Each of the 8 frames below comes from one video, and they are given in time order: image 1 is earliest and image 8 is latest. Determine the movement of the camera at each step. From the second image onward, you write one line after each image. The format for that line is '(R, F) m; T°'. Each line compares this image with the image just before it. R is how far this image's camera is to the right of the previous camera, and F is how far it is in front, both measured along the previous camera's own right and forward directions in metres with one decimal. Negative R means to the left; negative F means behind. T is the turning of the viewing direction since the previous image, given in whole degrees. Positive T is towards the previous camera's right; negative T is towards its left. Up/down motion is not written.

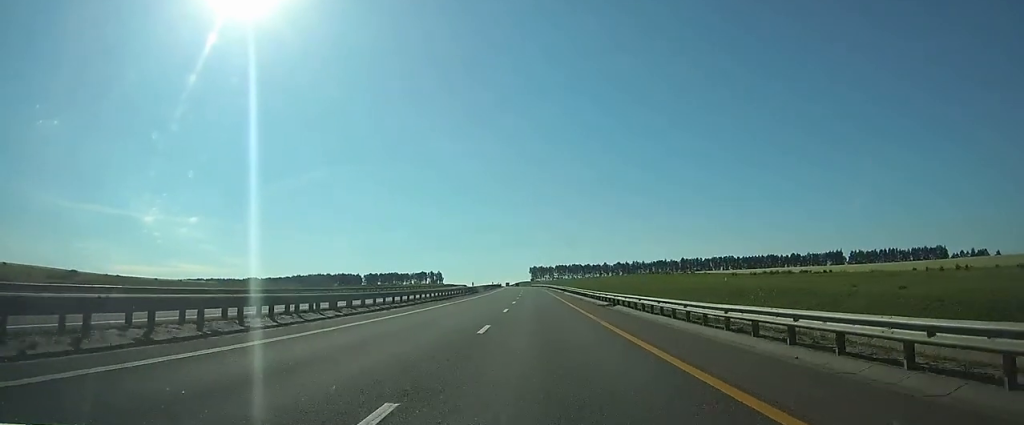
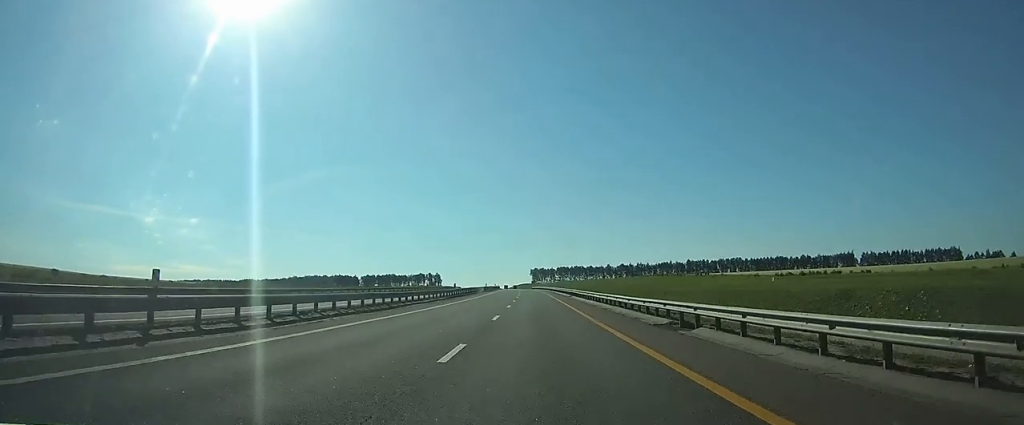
(0.0, +17.4) m; 0°
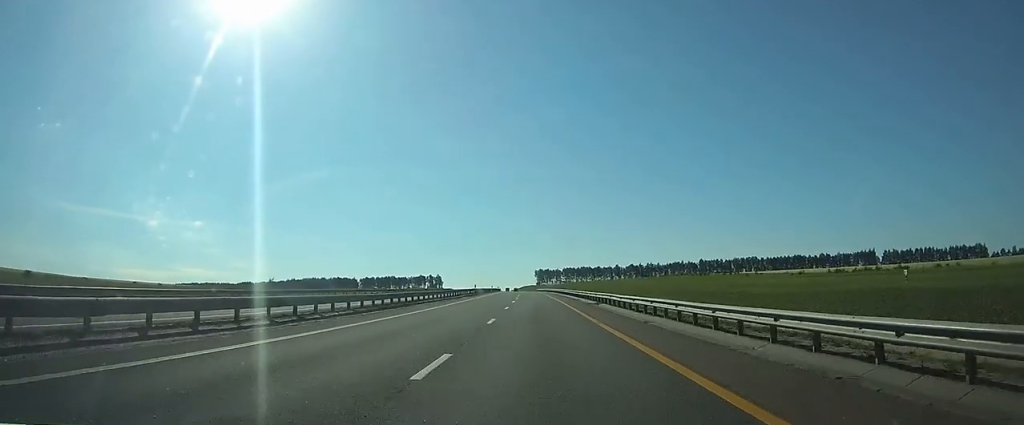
(0.0, +25.5) m; 0°
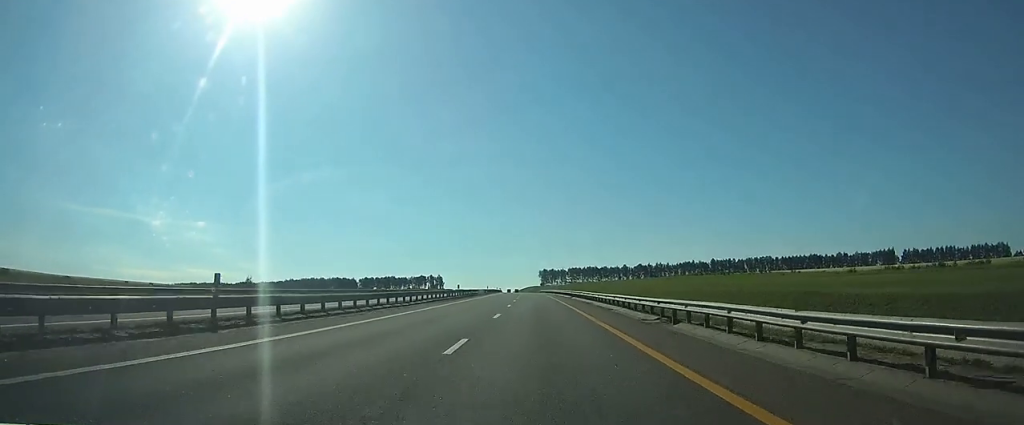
(-0.1, +20.9) m; -1°
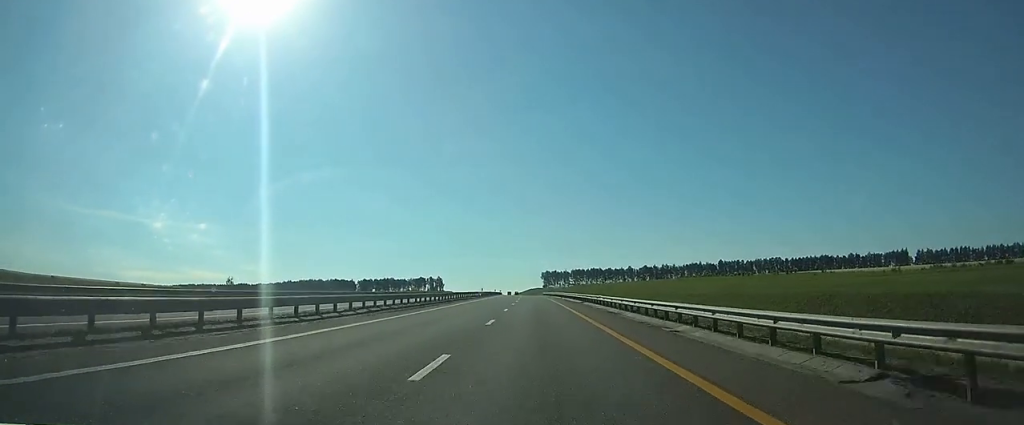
(-0.1, +14.5) m; 0°
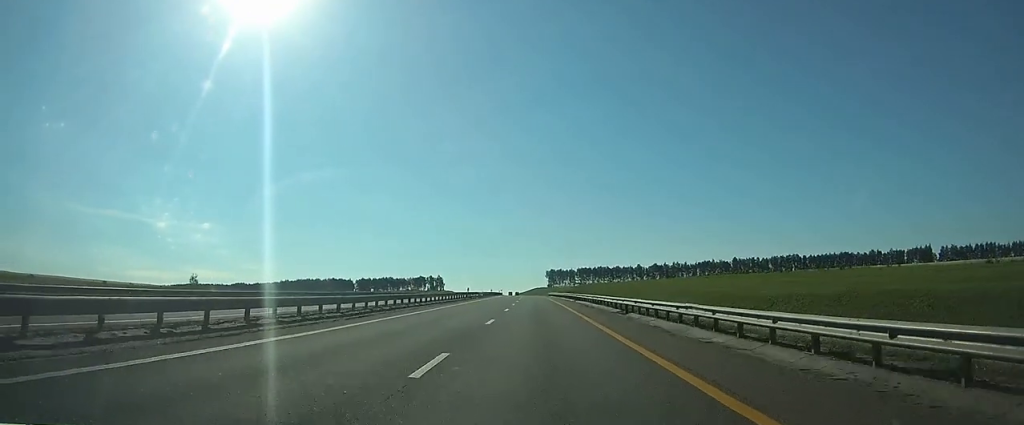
(-0.2, +23.5) m; -1°
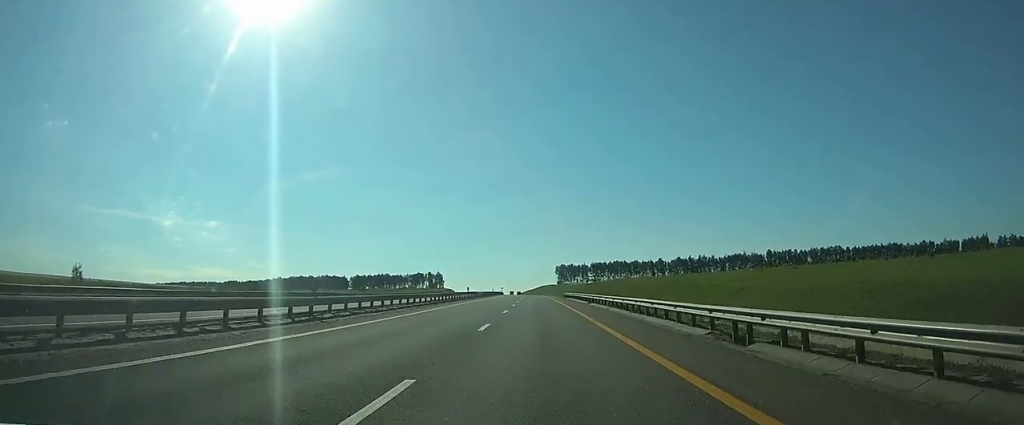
(-0.5, +50.5) m; -1°
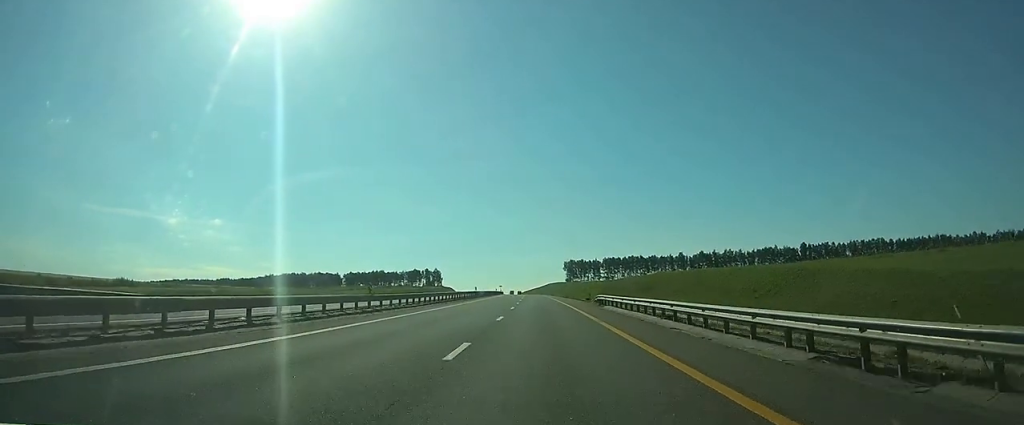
(-0.1, +42.3) m; 0°
